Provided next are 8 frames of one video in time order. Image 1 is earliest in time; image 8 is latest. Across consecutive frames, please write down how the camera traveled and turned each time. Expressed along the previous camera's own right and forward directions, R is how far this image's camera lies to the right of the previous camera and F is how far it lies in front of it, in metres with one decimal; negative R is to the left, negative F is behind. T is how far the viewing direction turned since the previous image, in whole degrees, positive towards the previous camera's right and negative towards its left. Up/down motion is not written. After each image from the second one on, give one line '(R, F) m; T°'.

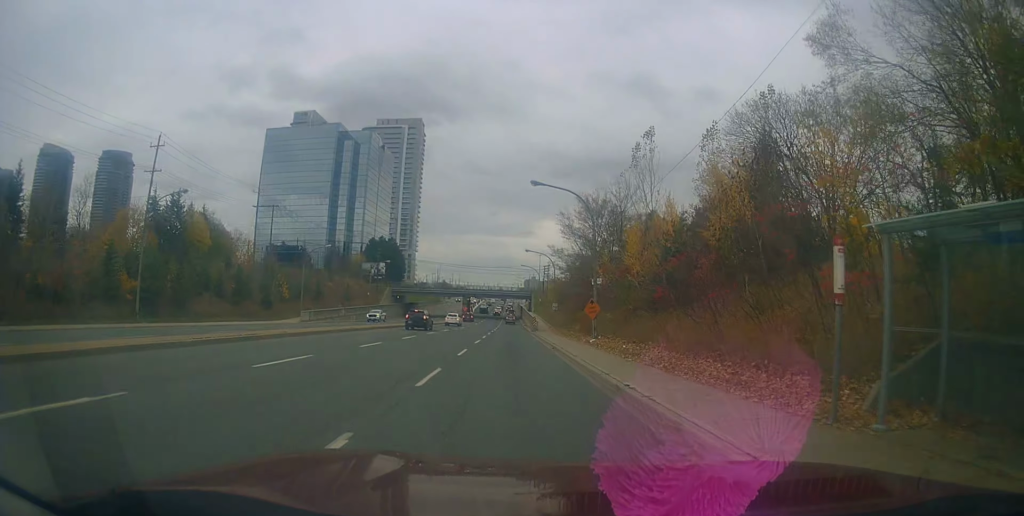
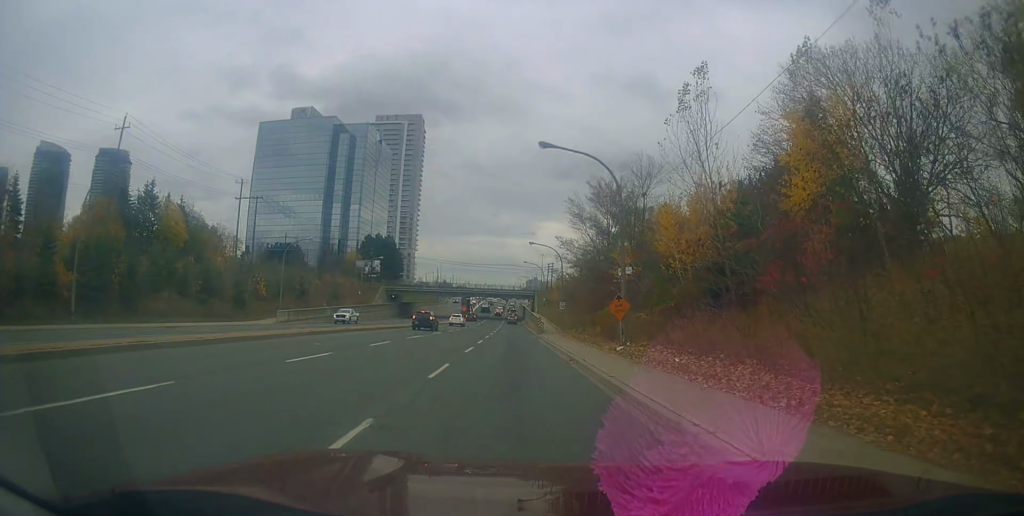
(+0.1, +7.9) m; -2°
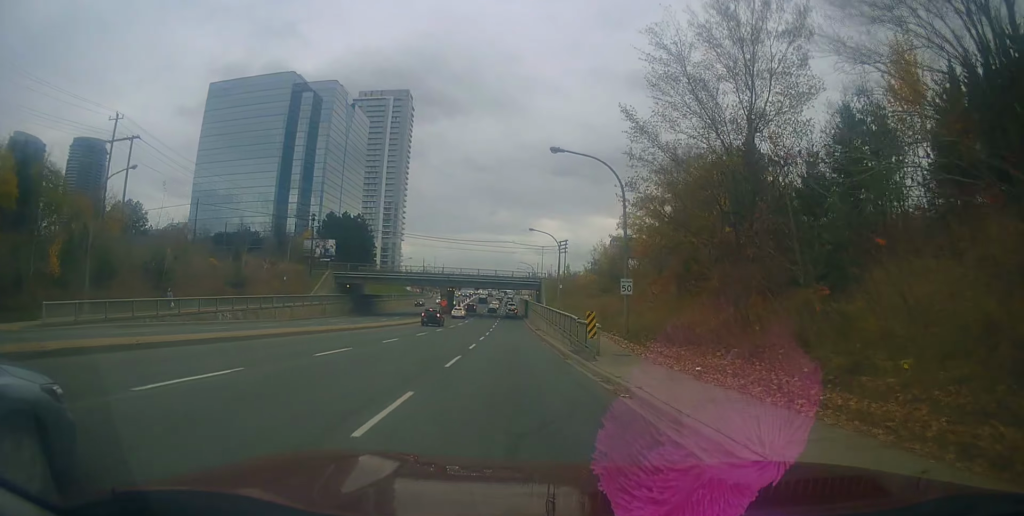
(-0.9, +34.8) m; -2°
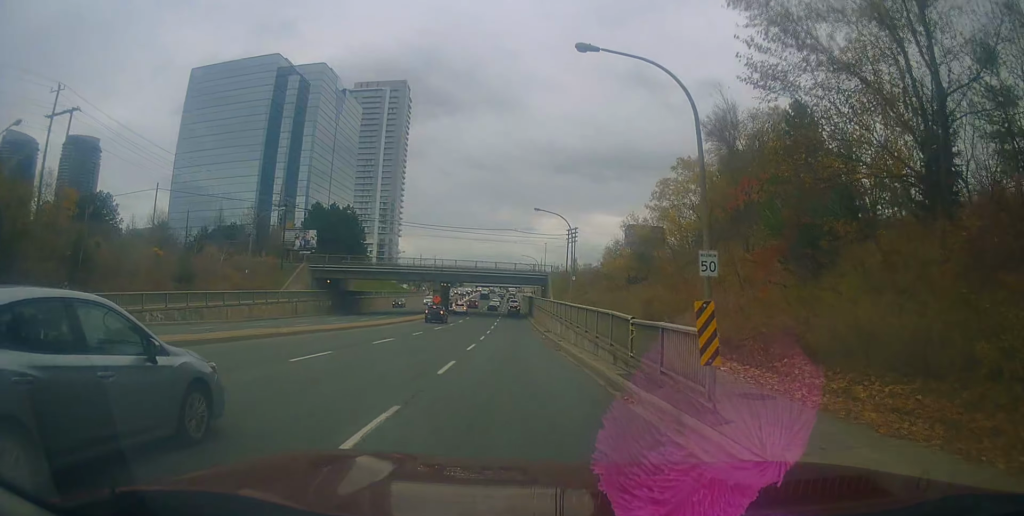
(-0.6, +11.3) m; 0°
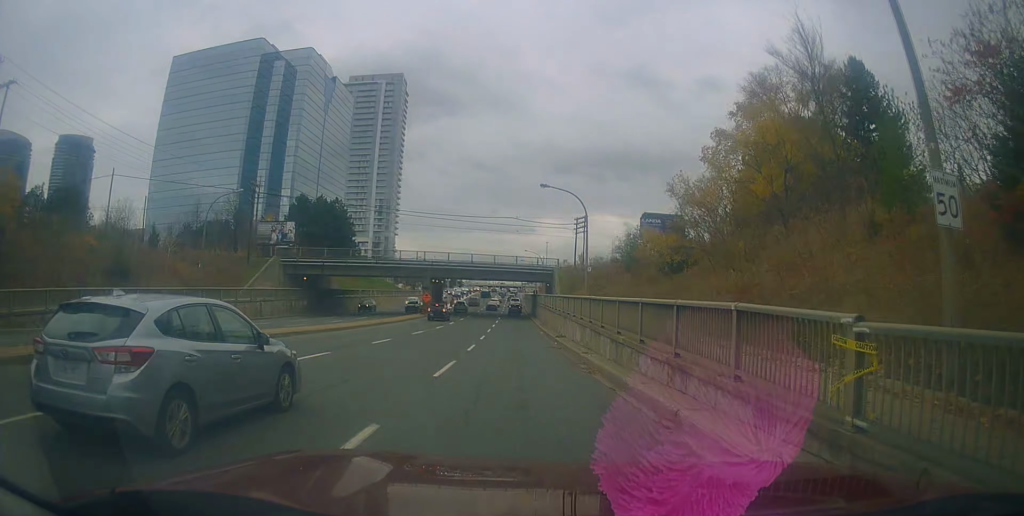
(+0.5, +9.9) m; +3°
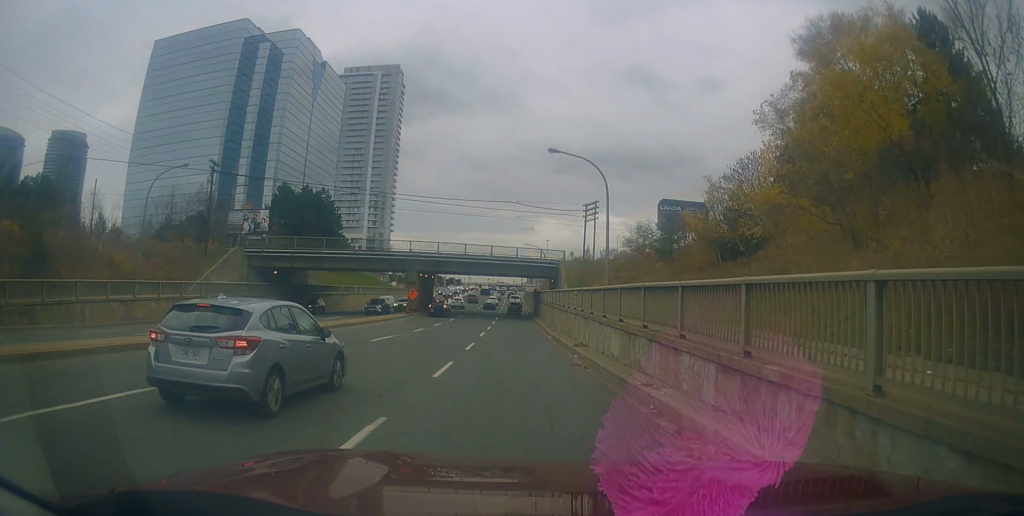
(+0.1, +9.2) m; -1°
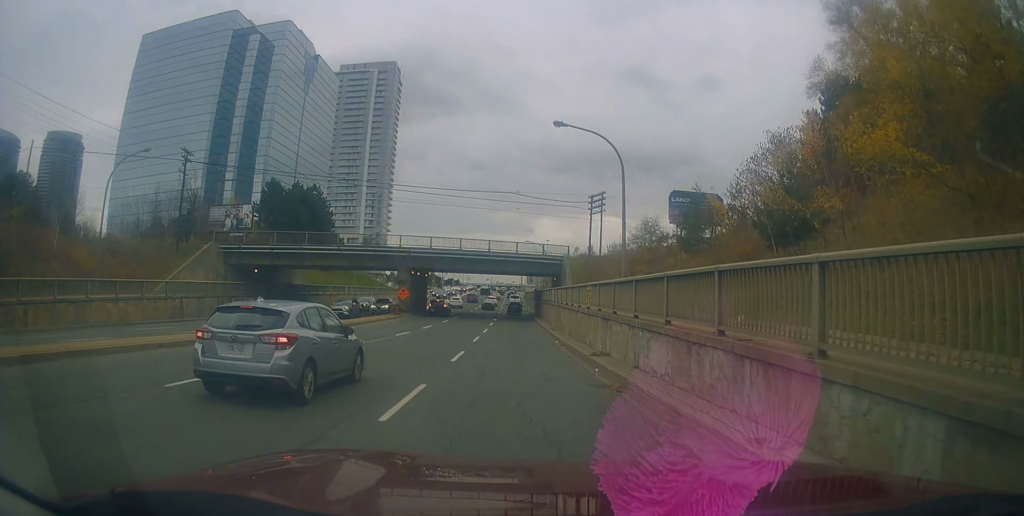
(+0.1, +5.0) m; -1°
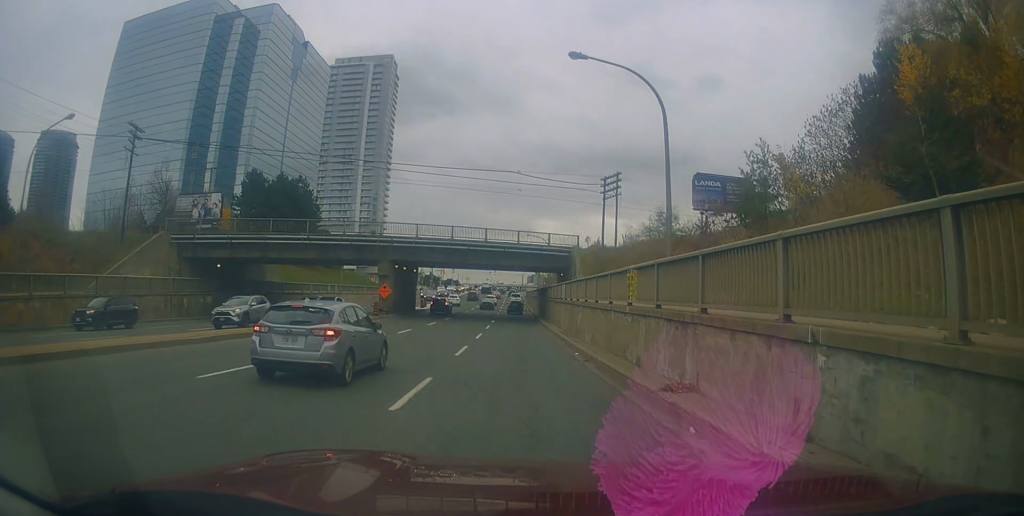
(-0.4, +7.9) m; -1°
